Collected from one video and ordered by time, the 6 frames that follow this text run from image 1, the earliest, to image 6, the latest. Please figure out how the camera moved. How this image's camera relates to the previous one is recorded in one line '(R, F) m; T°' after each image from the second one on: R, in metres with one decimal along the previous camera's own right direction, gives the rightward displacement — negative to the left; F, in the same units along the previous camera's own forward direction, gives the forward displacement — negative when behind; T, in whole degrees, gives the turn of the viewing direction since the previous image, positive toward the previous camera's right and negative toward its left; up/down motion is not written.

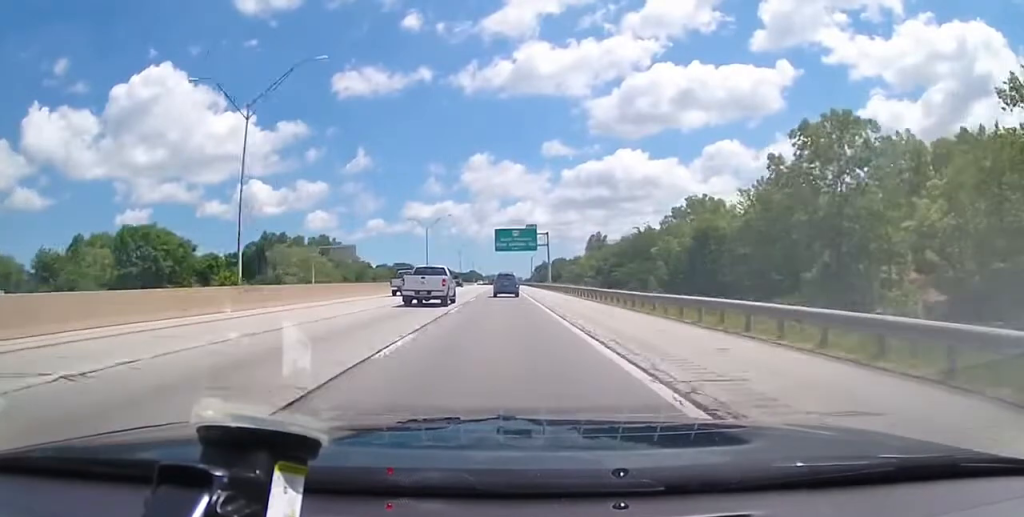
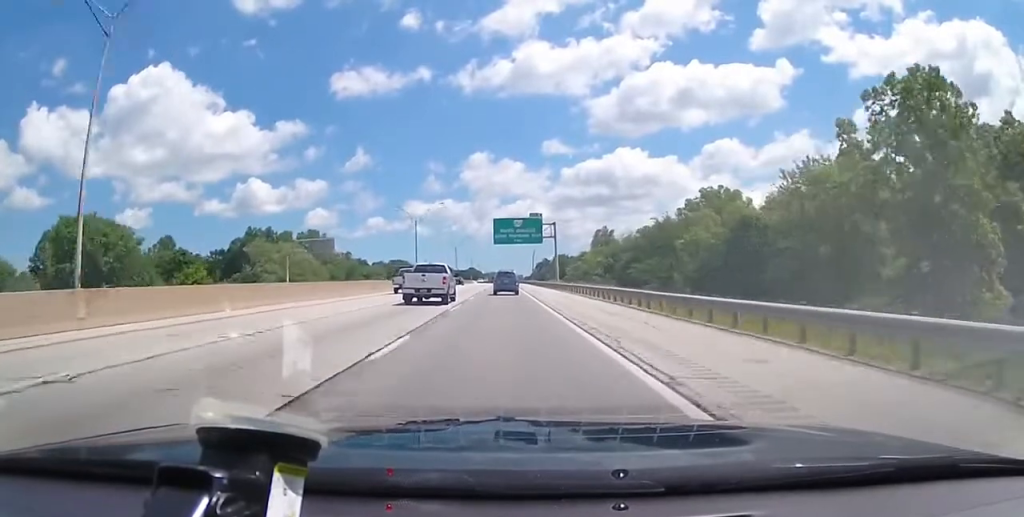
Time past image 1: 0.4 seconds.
(-0.2, +12.5) m; 0°
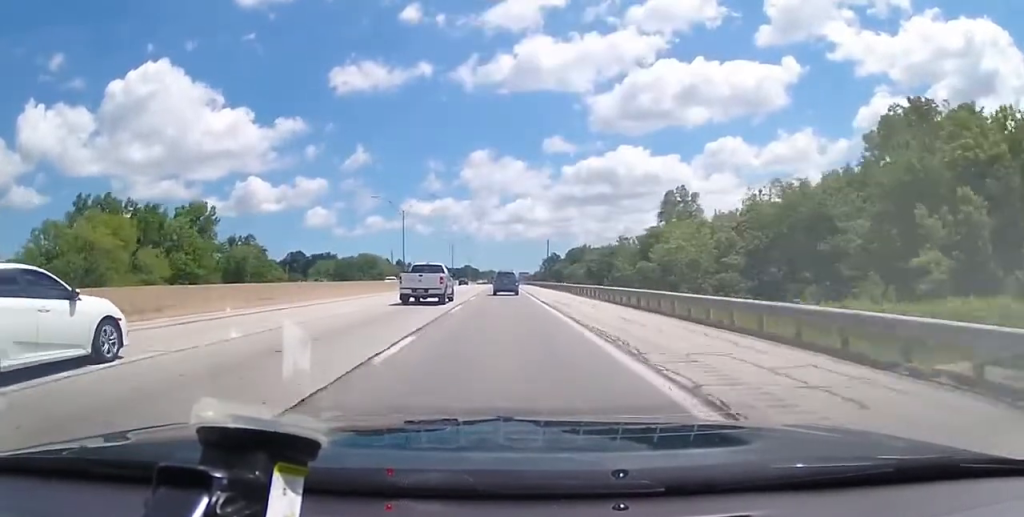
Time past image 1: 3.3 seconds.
(+0.1, +83.5) m; +1°
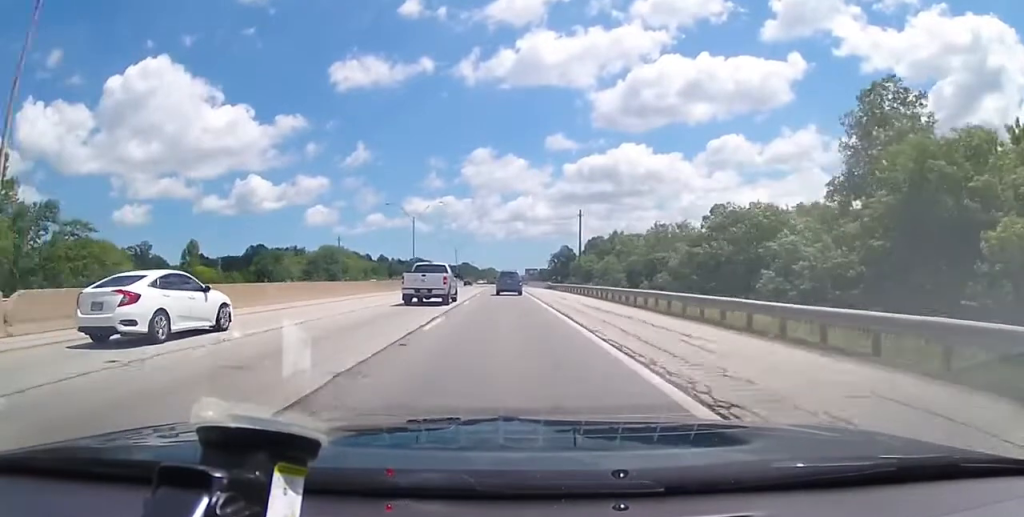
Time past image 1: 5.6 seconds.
(+0.2, +65.1) m; -1°
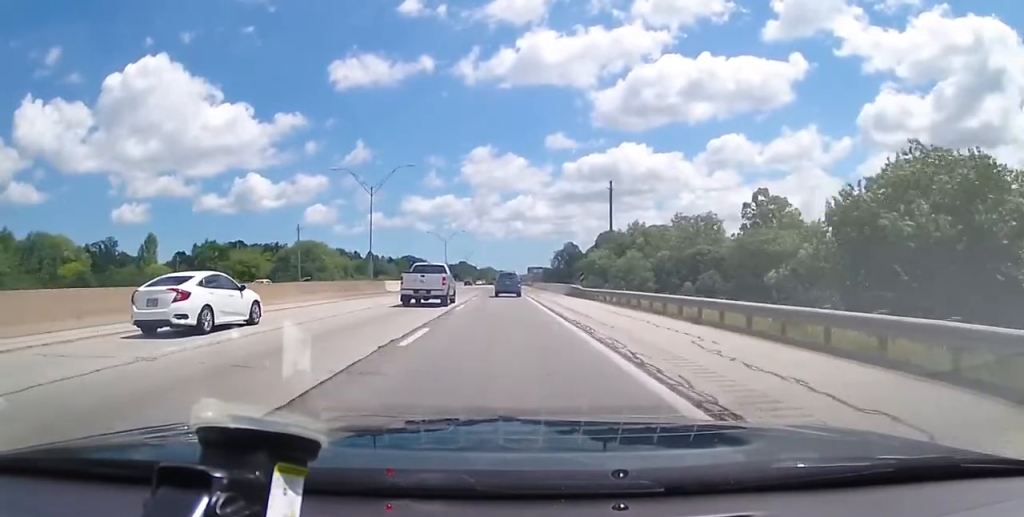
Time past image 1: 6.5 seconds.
(-0.5, +26.9) m; -1°
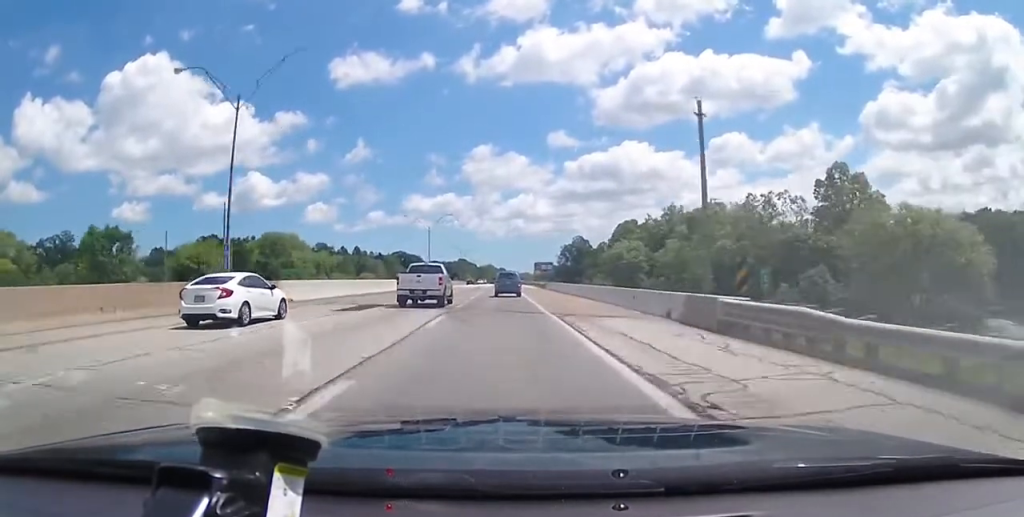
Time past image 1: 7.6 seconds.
(+0.1, +30.8) m; +1°
